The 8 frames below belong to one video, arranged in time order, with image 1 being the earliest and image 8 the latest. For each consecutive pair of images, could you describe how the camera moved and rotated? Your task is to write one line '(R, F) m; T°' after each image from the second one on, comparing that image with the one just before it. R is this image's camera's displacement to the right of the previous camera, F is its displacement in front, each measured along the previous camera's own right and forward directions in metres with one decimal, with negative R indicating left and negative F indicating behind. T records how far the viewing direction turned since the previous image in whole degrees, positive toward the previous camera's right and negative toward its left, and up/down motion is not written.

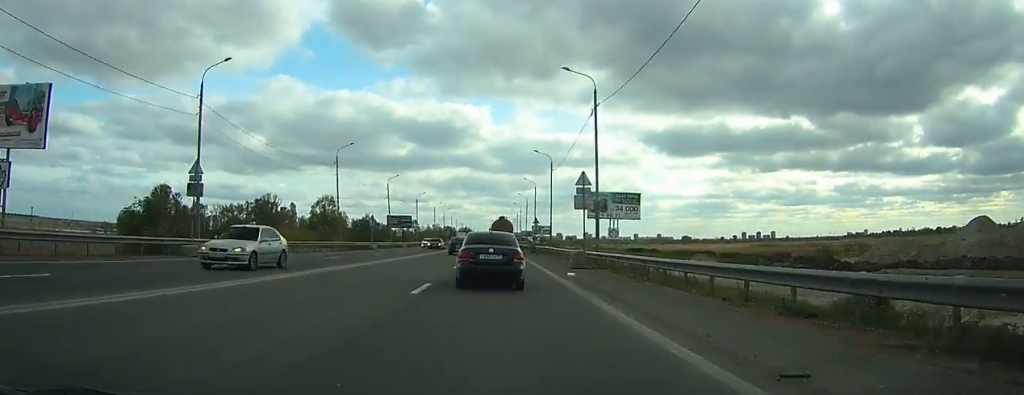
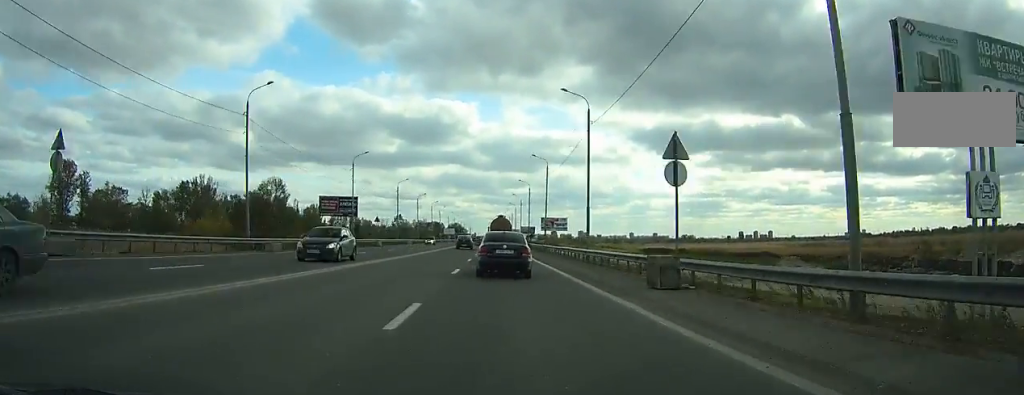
(+3.0, +51.1) m; +4°
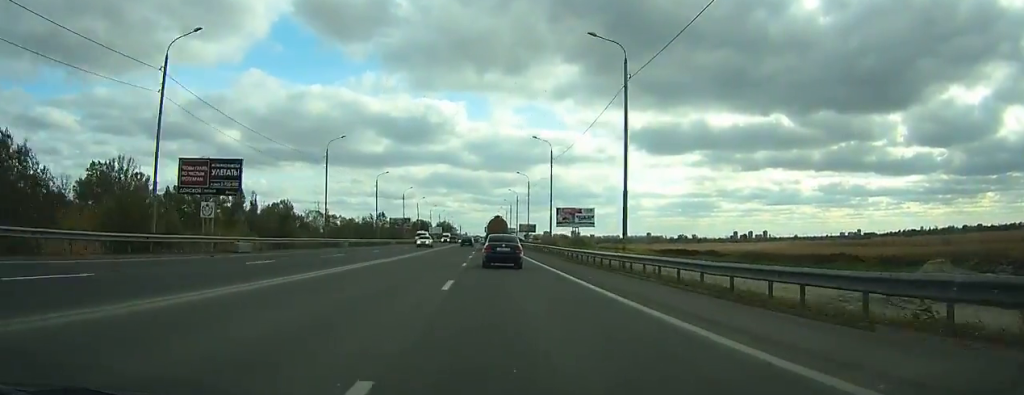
(+0.1, +42.1) m; 0°
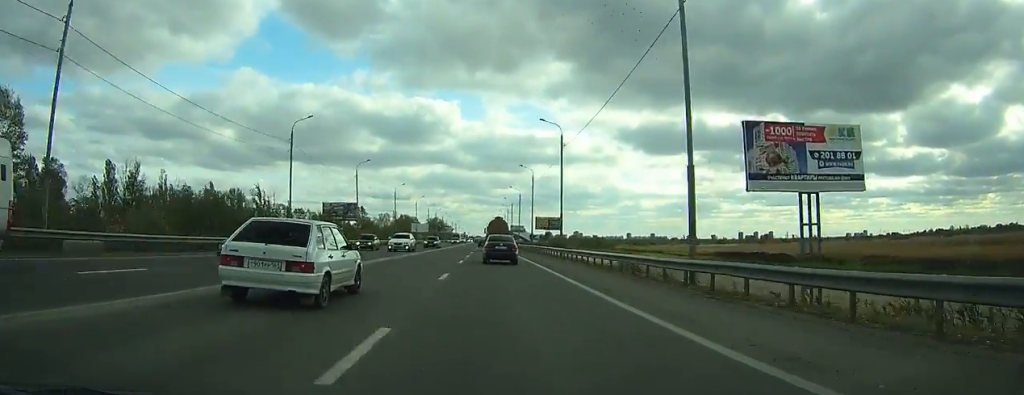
(0.0, +66.6) m; 0°
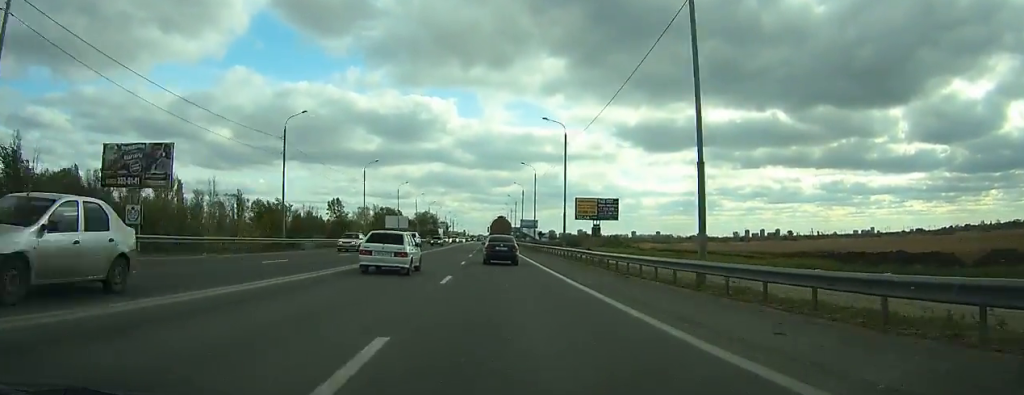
(0.0, +59.7) m; 0°
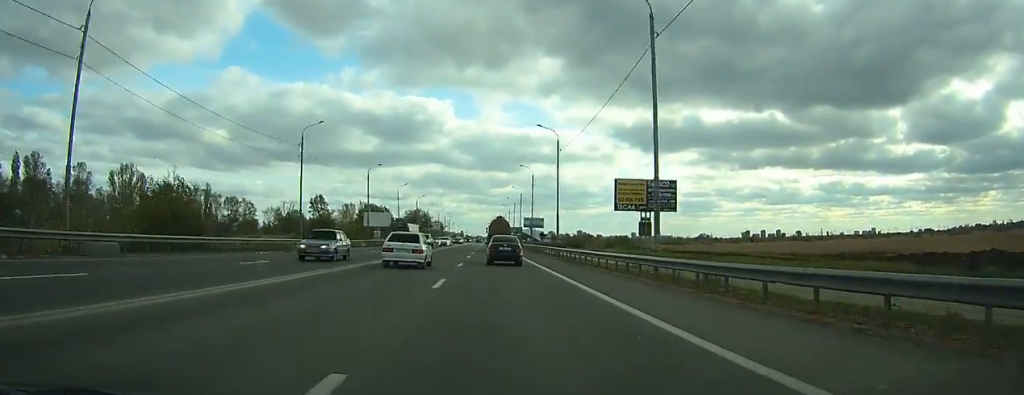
(0.0, +26.1) m; 0°
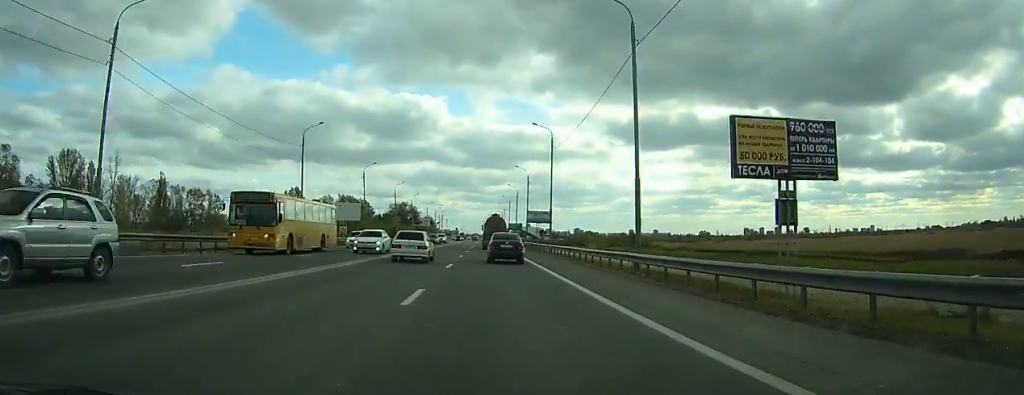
(0.0, +27.9) m; 0°
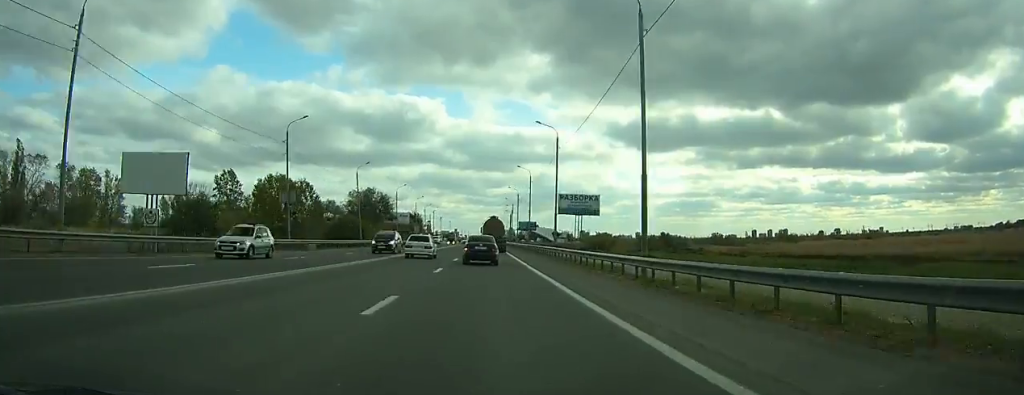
(+0.1, +62.2) m; 0°
